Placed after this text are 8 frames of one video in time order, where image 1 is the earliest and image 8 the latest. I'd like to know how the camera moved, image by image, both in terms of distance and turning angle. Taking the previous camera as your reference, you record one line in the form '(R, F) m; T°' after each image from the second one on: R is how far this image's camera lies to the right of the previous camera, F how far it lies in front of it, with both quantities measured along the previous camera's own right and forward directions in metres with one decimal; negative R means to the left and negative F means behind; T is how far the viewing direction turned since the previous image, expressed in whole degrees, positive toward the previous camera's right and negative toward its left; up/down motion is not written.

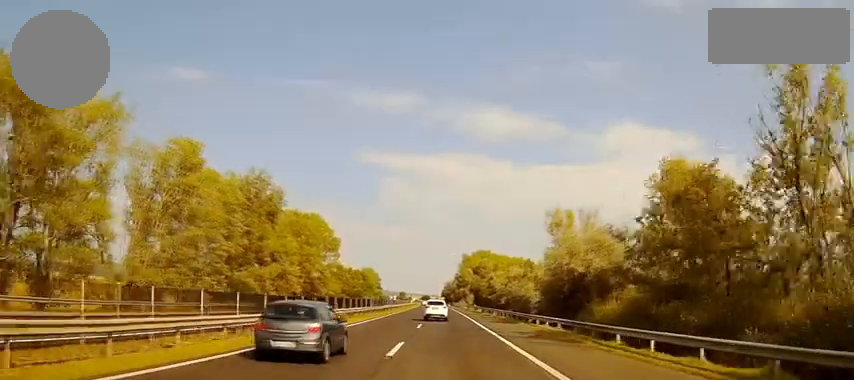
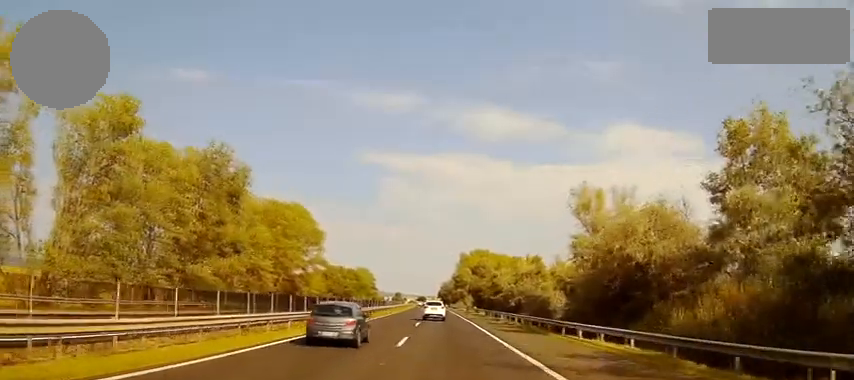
(-0.1, +13.8) m; -1°
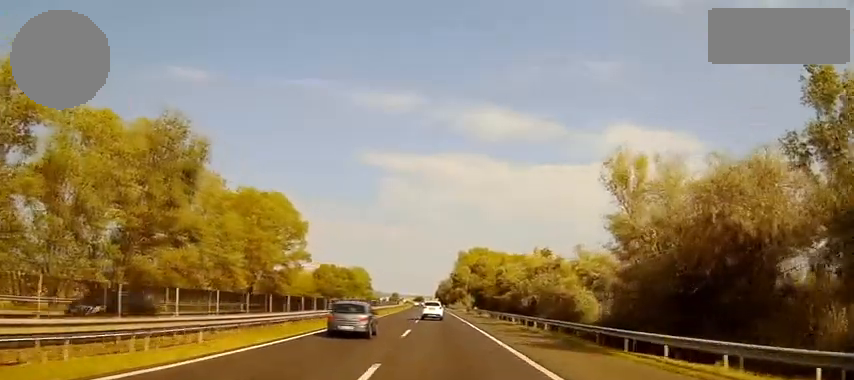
(0.0, +11.9) m; 0°
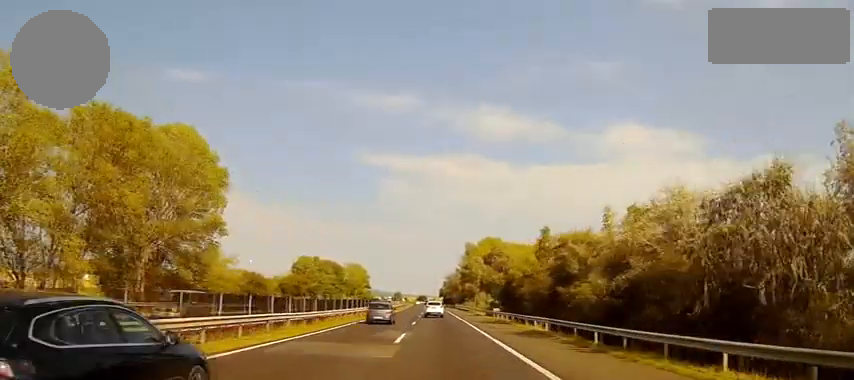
(0.0, +39.7) m; 0°
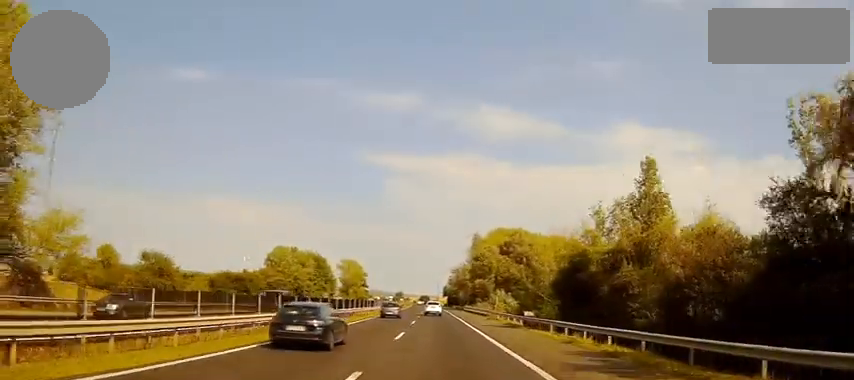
(0.0, +33.5) m; 0°
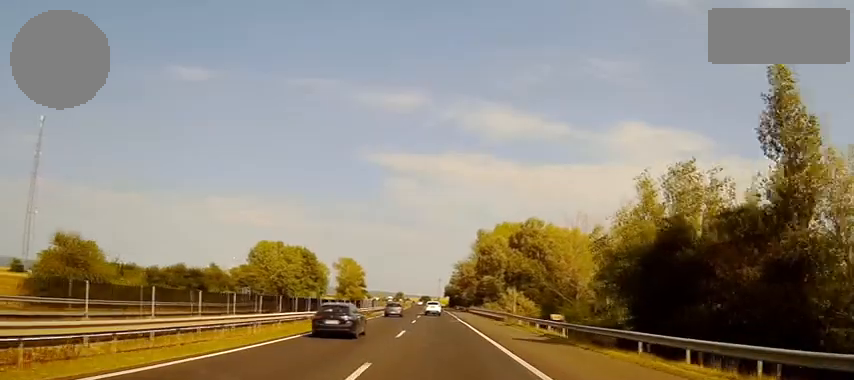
(0.0, +15.8) m; 0°
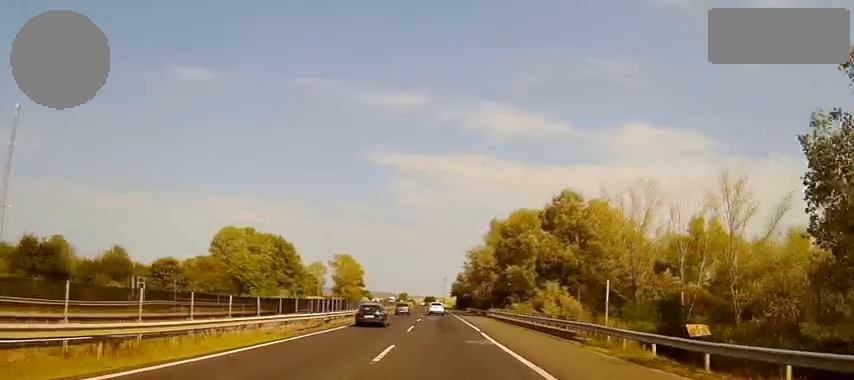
(+0.6, +28.6) m; +3°
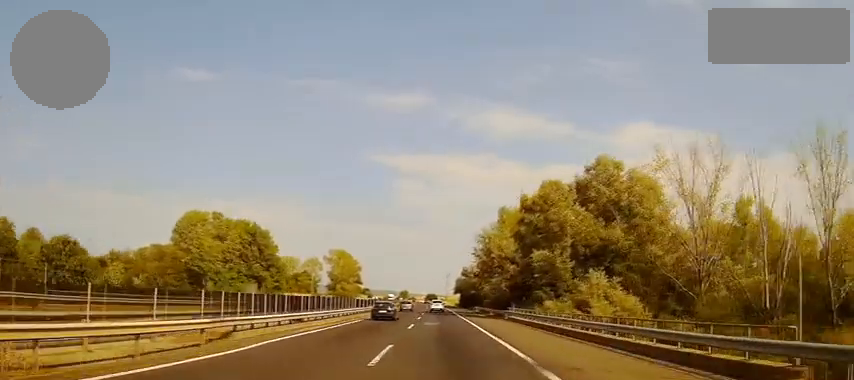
(+1.1, +19.0) m; 0°
